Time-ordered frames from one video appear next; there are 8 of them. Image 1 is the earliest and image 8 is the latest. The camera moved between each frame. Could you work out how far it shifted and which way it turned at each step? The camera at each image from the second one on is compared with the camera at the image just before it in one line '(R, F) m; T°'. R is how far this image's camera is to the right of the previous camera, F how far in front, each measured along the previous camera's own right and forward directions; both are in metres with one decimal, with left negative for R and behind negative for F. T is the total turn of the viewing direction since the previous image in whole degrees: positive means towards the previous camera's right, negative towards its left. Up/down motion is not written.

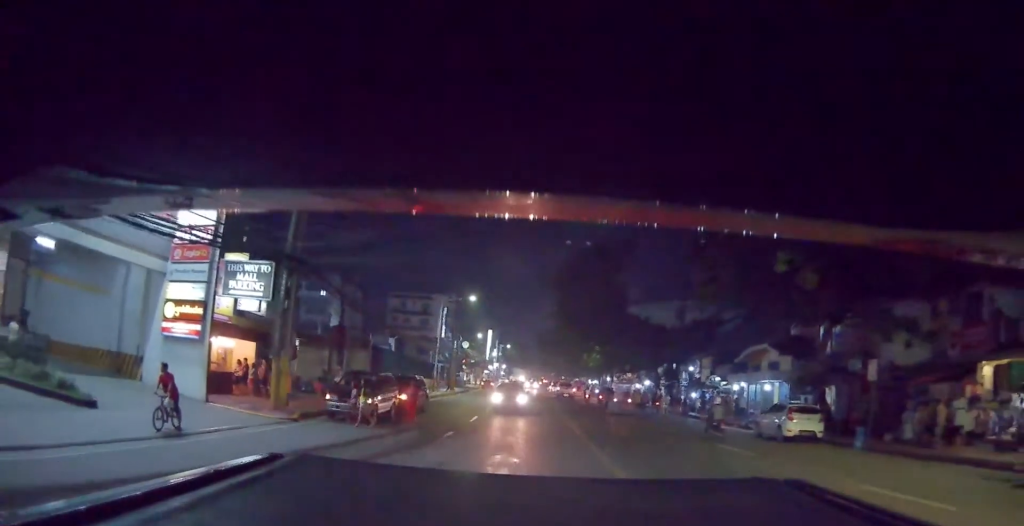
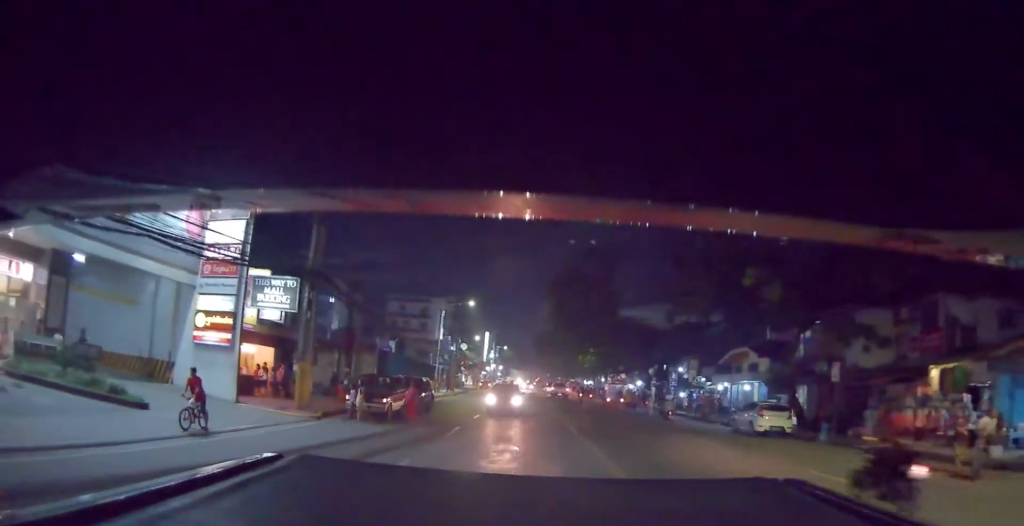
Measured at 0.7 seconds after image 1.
(0.0, +2.6) m; -1°
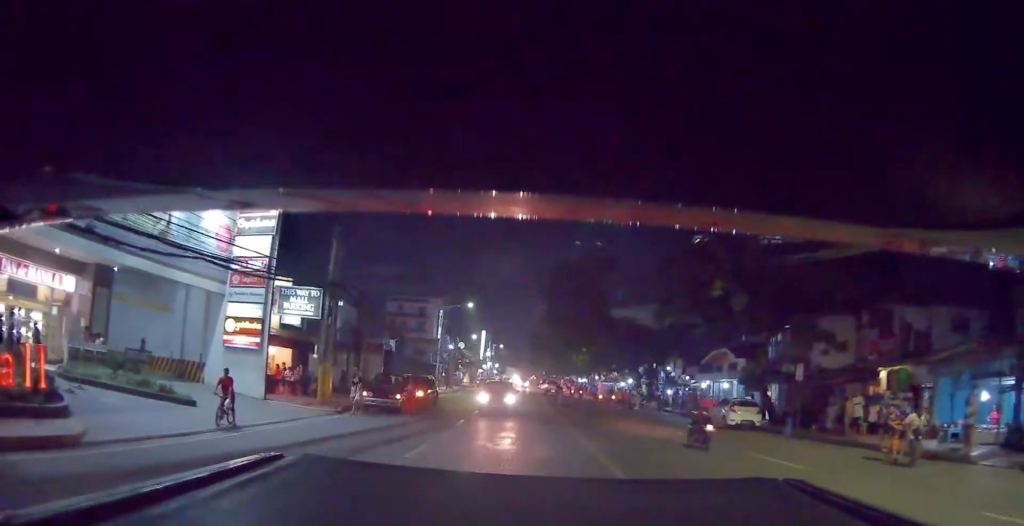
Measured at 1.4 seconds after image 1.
(0.0, +3.2) m; -1°
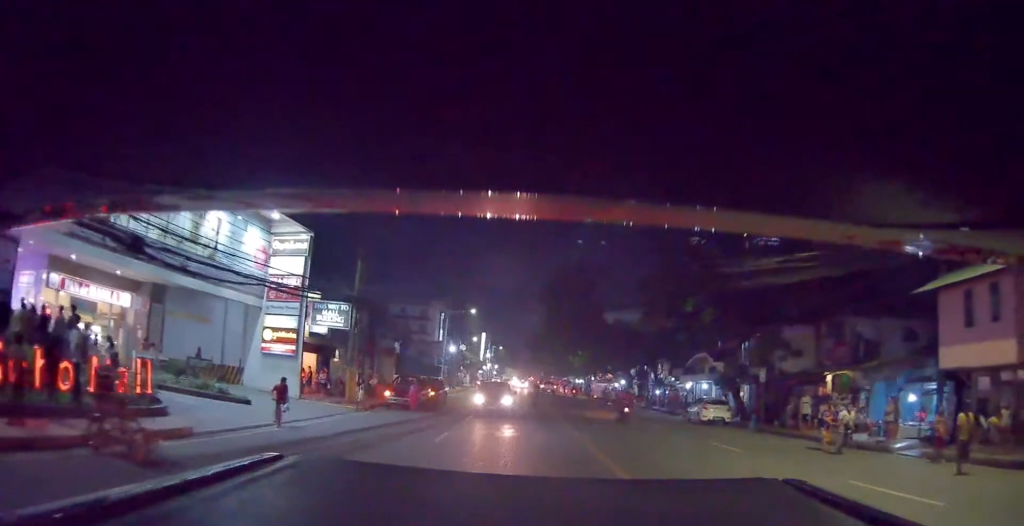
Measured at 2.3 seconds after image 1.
(-0.1, +3.2) m; -1°
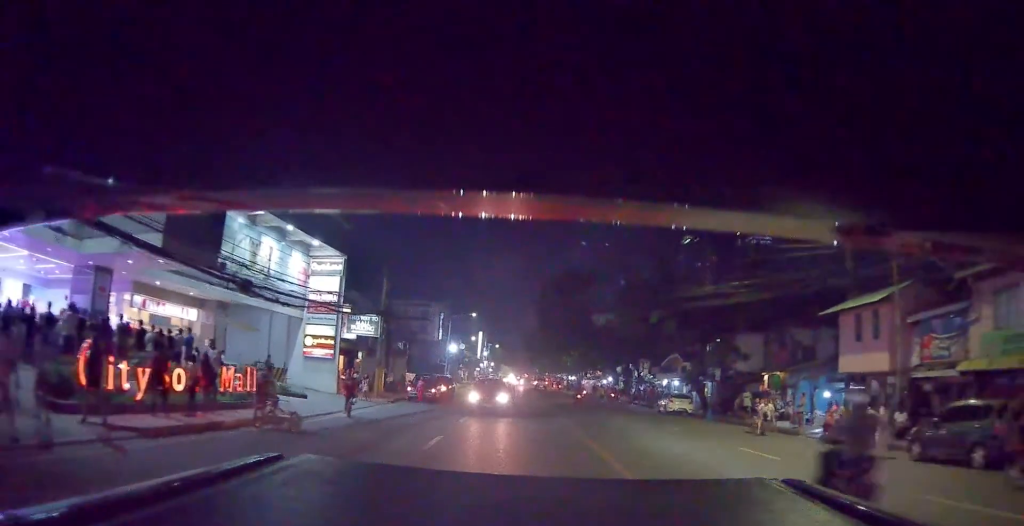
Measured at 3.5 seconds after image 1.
(0.0, +4.7) m; +3°
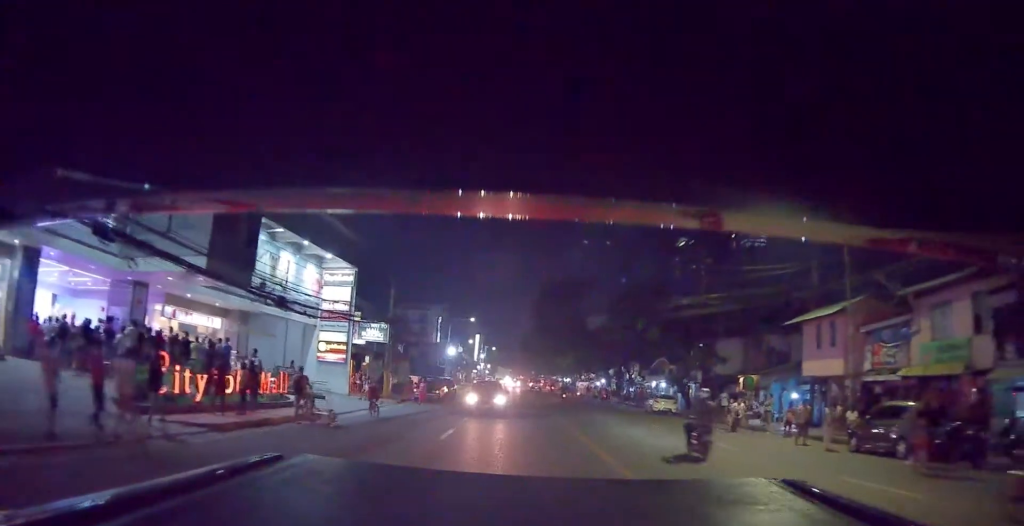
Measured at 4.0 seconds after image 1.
(+0.1, +3.4) m; +1°
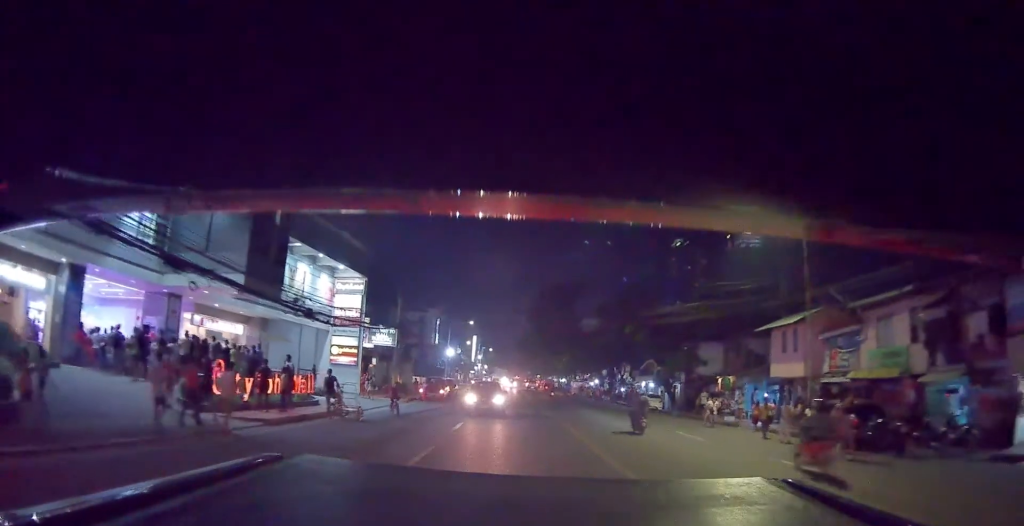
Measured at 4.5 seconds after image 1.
(+0.1, +3.6) m; +1°
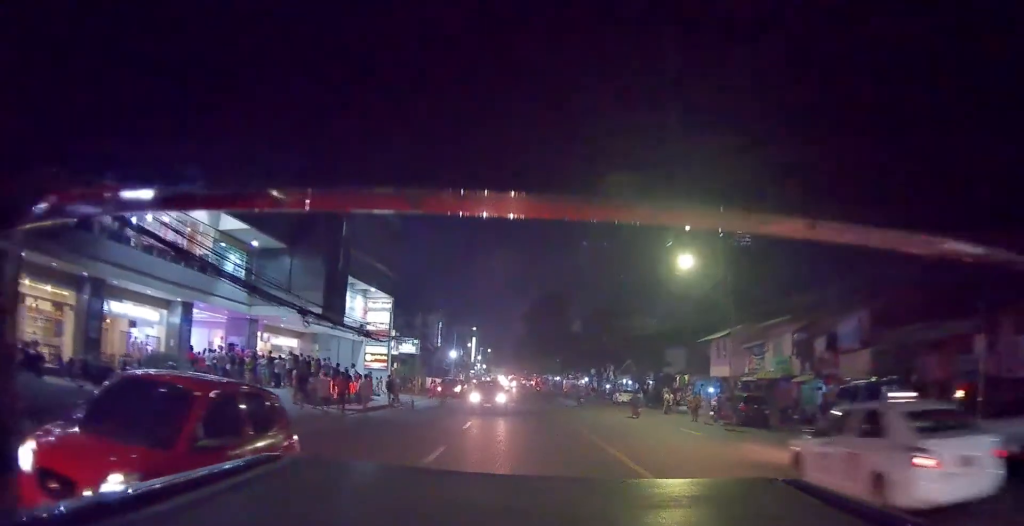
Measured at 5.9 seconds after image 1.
(0.0, +10.2) m; +1°
